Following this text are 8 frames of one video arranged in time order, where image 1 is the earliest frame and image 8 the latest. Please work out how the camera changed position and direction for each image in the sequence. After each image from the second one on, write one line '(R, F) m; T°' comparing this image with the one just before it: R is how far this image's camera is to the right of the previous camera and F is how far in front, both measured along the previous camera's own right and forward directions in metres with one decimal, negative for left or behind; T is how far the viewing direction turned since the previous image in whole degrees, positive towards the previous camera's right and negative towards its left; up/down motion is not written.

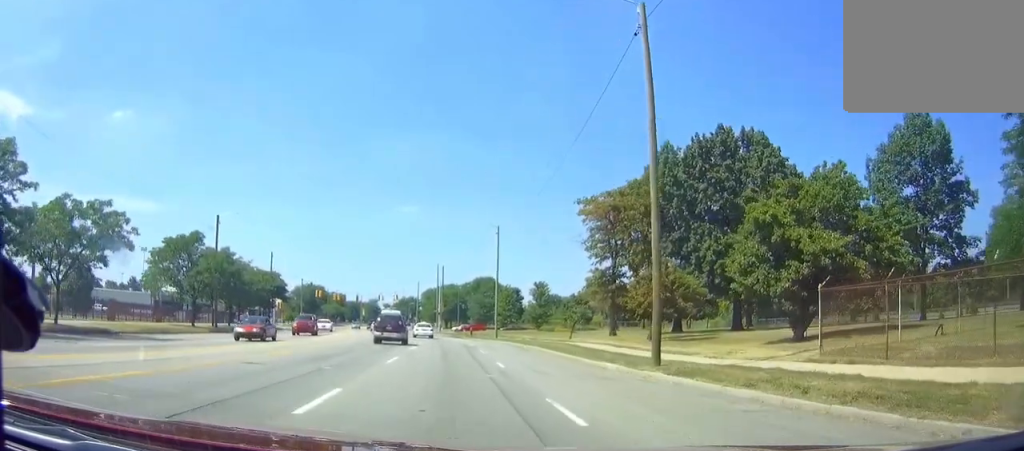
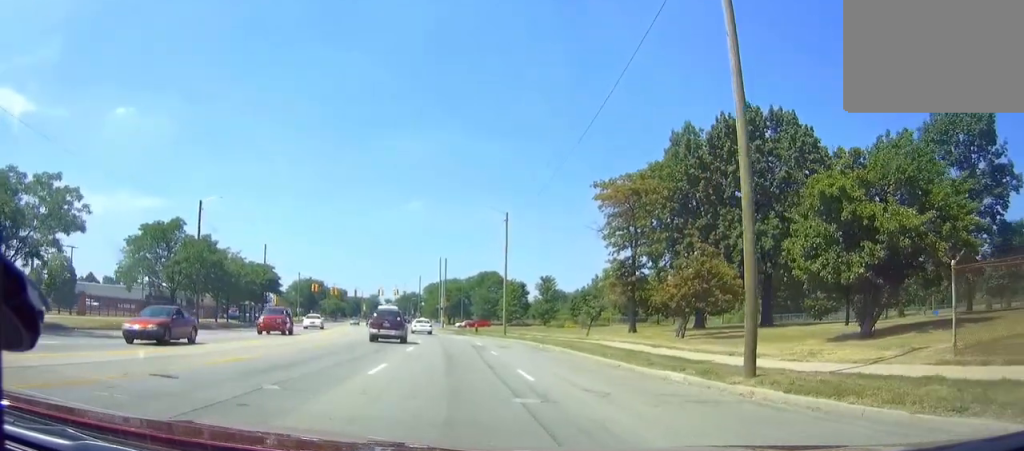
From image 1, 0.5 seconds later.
(0.0, +5.9) m; 0°
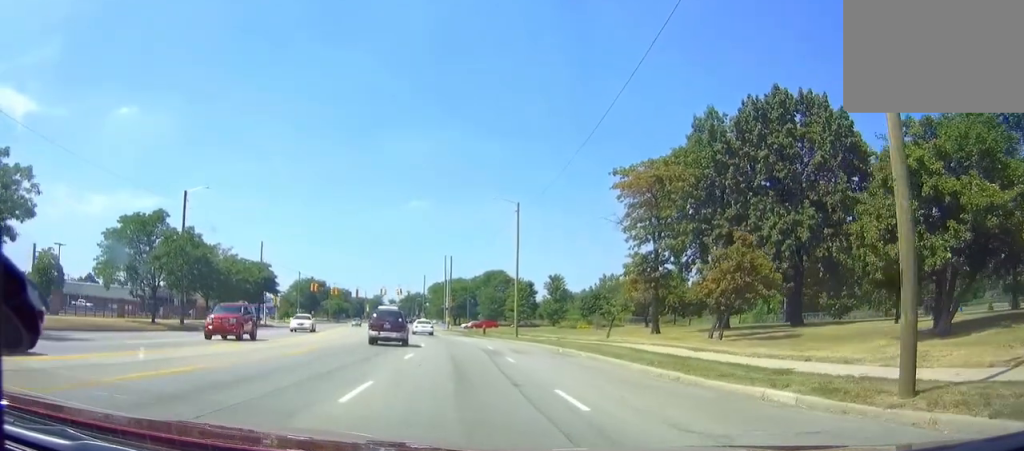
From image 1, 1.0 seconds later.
(0.0, +4.9) m; 0°
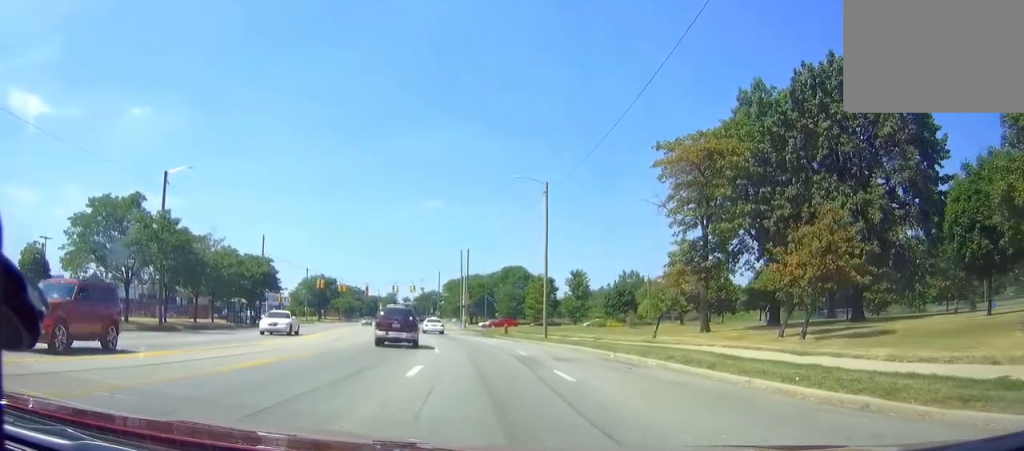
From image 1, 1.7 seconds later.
(+0.1, +7.6) m; -2°
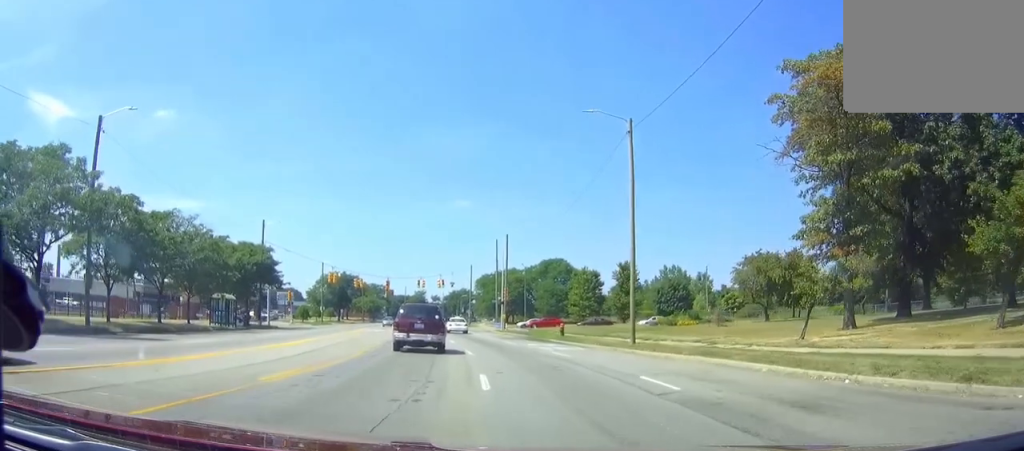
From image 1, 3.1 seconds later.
(-0.7, +14.3) m; -3°
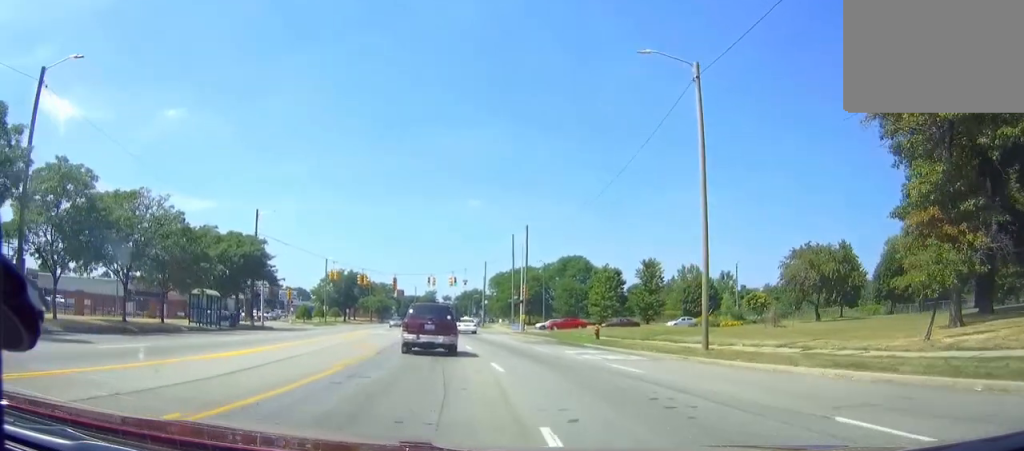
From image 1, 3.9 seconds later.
(0.0, +7.5) m; -1°
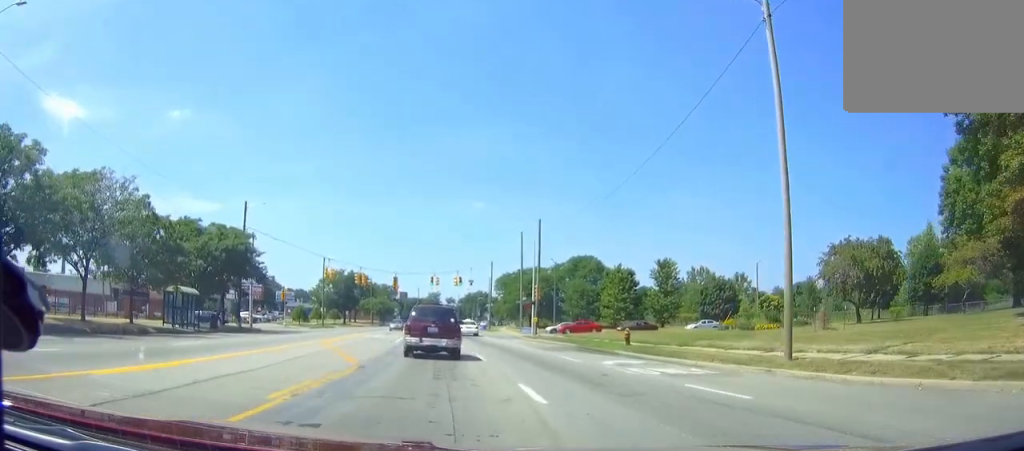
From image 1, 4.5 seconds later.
(-0.1, +6.1) m; 0°
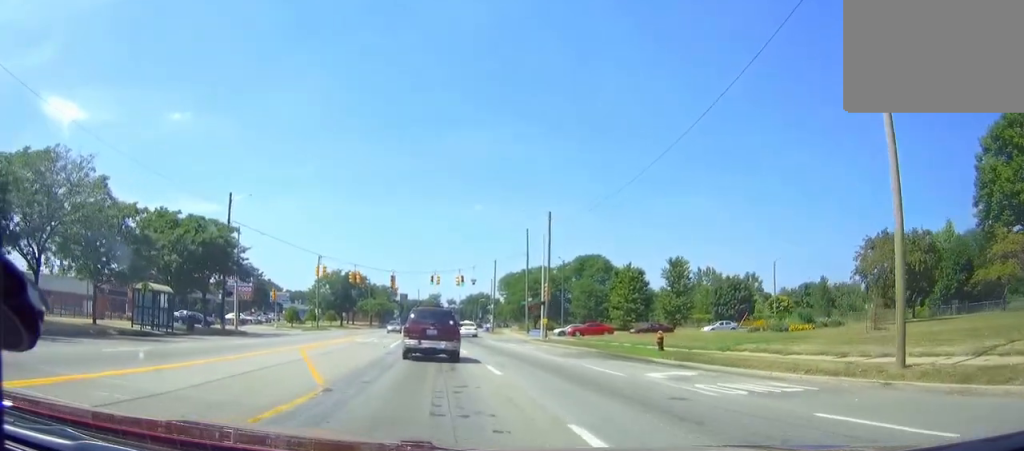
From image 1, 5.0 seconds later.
(0.0, +5.1) m; 0°
